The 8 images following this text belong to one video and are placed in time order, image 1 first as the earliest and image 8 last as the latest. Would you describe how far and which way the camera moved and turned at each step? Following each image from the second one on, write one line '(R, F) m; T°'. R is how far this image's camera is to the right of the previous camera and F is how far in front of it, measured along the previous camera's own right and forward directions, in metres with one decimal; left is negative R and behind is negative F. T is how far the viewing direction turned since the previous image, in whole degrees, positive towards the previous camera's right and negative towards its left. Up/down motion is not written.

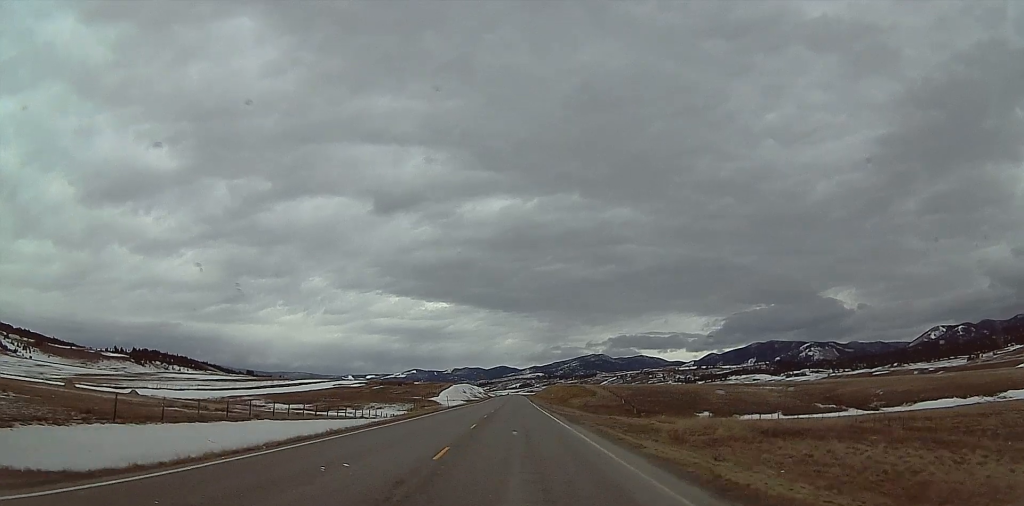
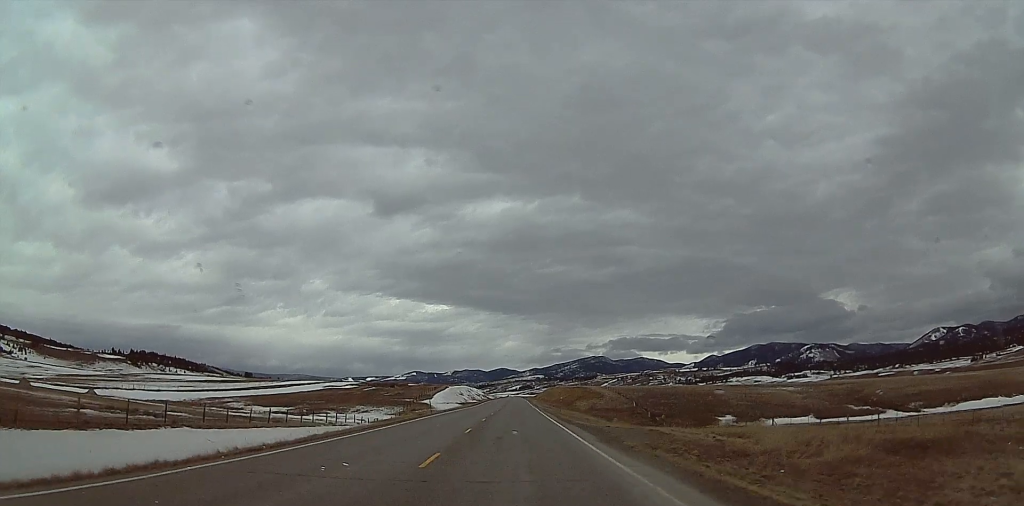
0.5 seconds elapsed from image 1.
(-0.5, +13.4) m; 0°
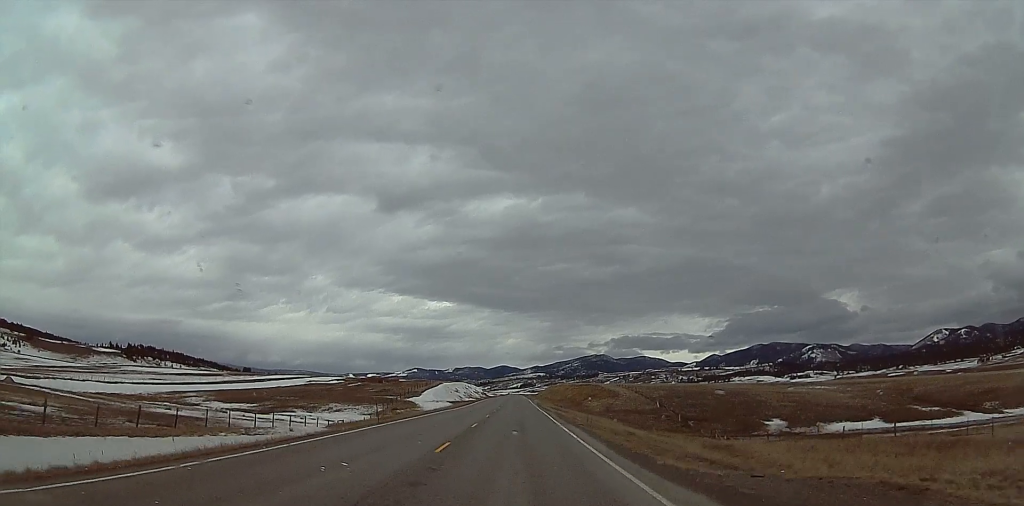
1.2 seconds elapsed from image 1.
(+0.7, +21.0) m; 0°
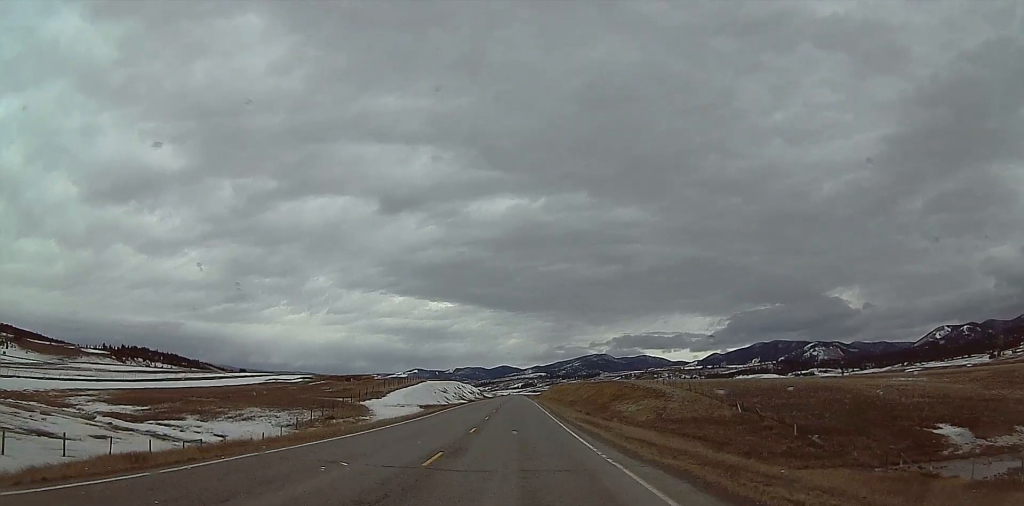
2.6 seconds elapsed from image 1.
(-0.5, +39.2) m; -1°
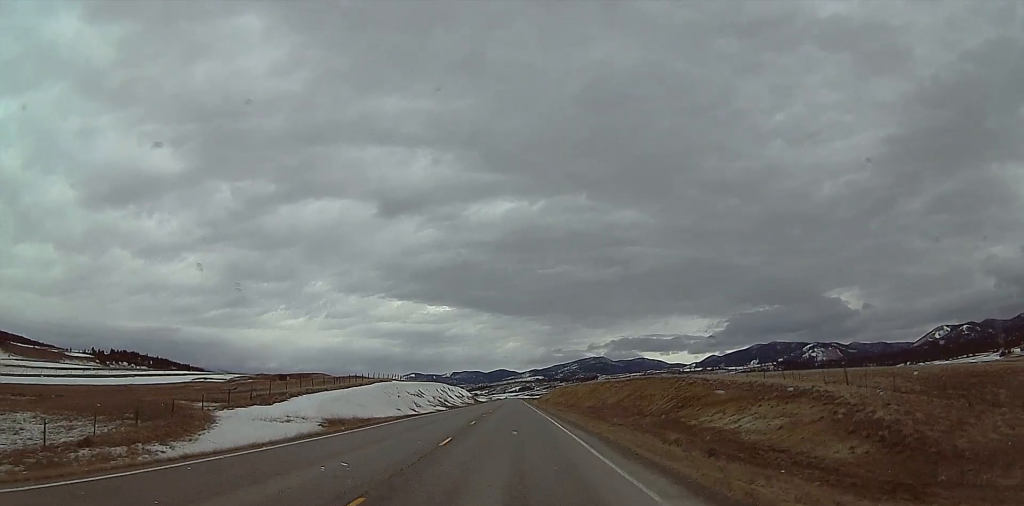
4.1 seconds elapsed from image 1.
(+0.4, +43.2) m; +1°
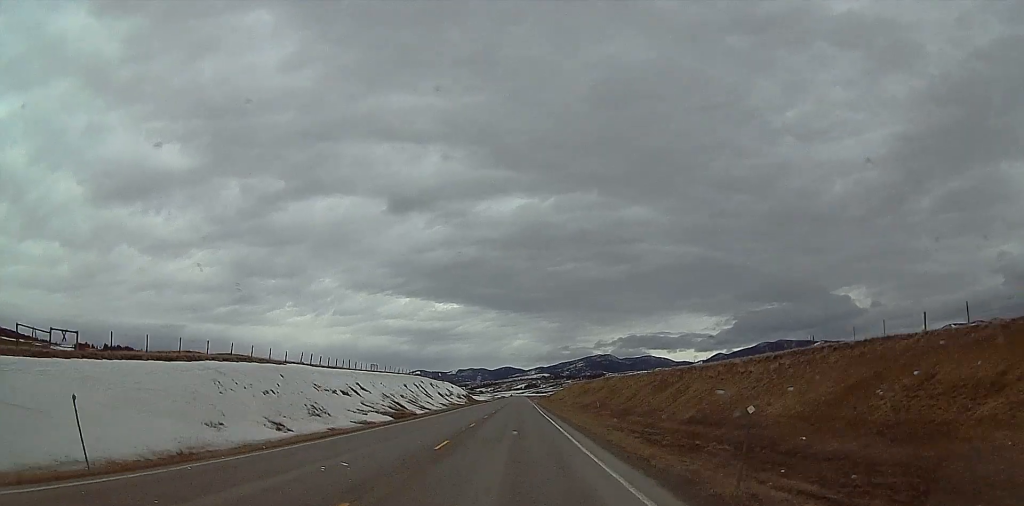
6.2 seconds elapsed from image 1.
(-1.6, +55.6) m; -1°
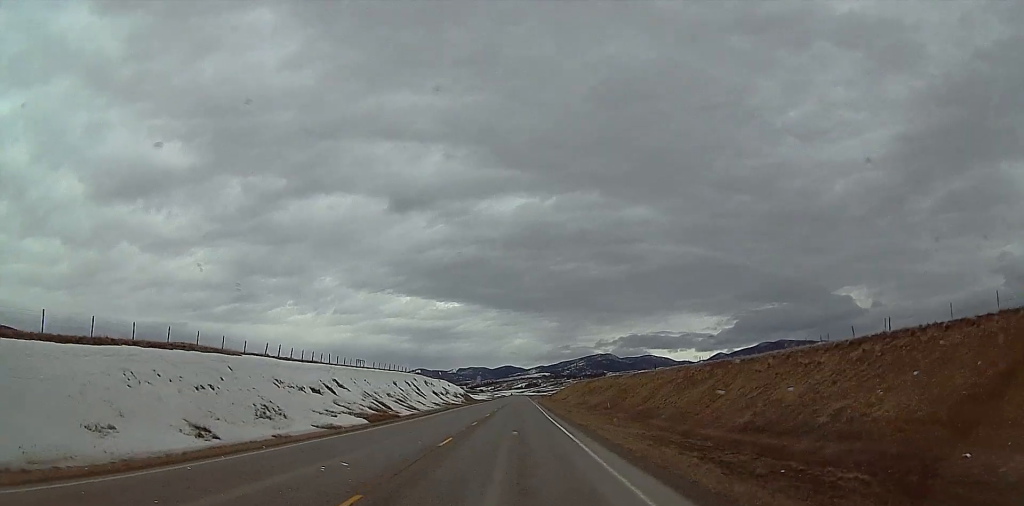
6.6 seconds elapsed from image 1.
(-0.1, +10.8) m; +1°
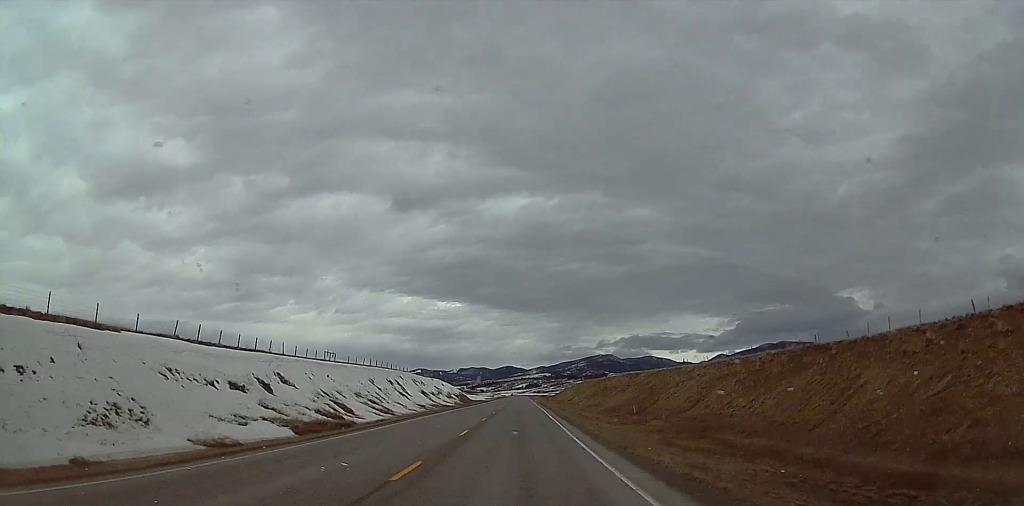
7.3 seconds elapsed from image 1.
(+1.6, +21.5) m; +1°
